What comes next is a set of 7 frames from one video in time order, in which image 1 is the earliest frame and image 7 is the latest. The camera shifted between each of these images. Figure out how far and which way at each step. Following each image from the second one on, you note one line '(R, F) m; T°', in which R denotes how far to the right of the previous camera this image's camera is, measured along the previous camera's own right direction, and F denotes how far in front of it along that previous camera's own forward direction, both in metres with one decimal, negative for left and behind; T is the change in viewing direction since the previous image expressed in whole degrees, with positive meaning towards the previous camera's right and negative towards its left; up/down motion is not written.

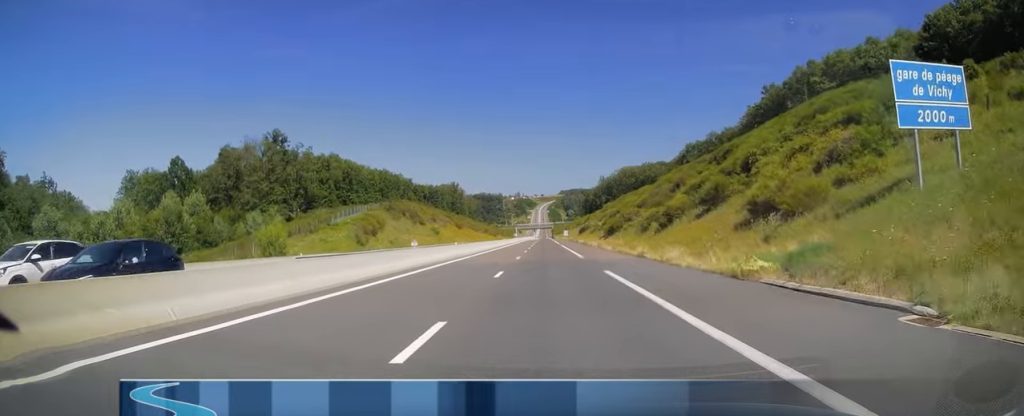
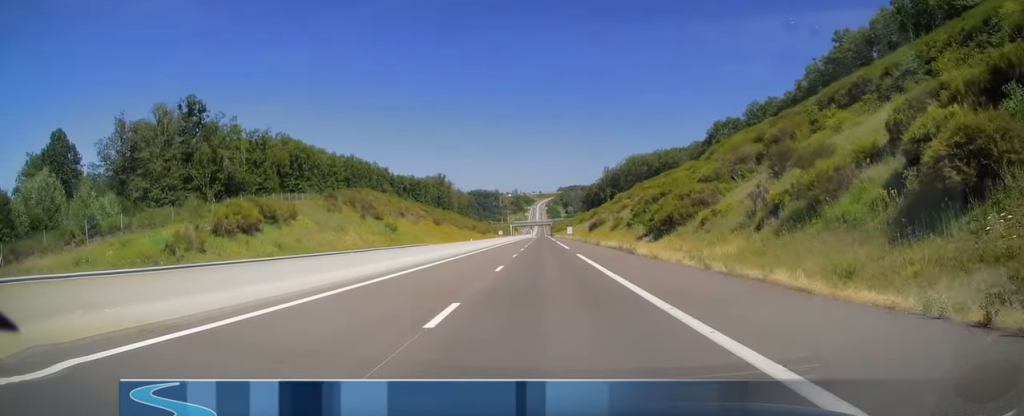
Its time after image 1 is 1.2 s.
(0.0, +38.7) m; 0°
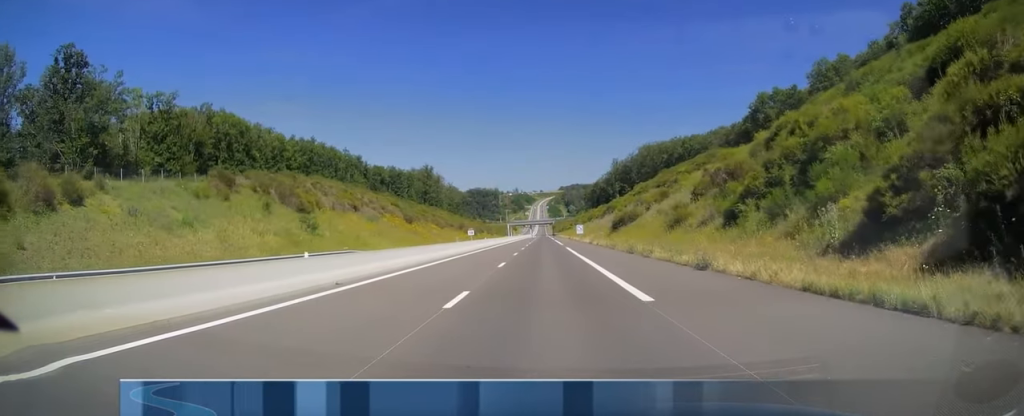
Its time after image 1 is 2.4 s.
(+0.4, +36.6) m; +1°
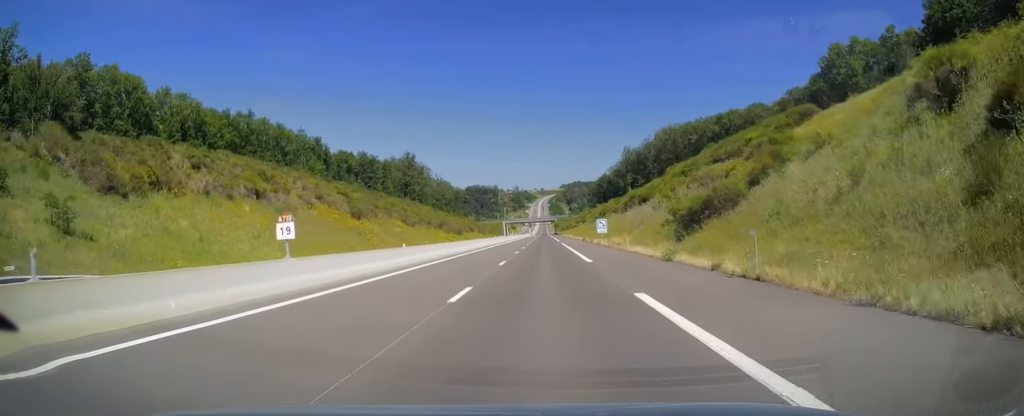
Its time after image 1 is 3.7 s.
(0.0, +38.2) m; 0°
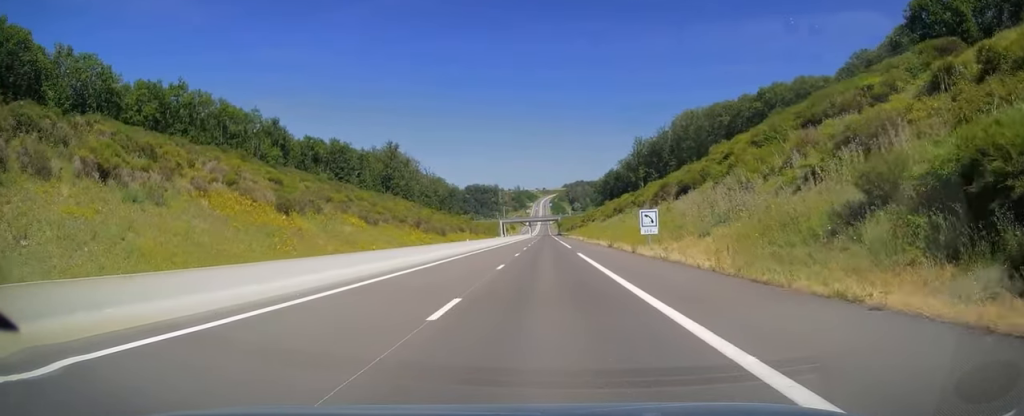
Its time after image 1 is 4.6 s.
(0.0, +28.4) m; -1°
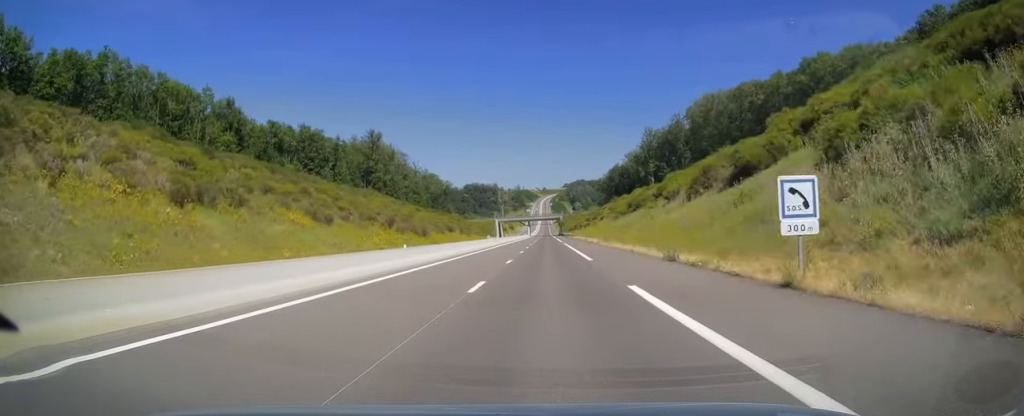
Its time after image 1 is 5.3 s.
(-0.3, +21.7) m; 0°
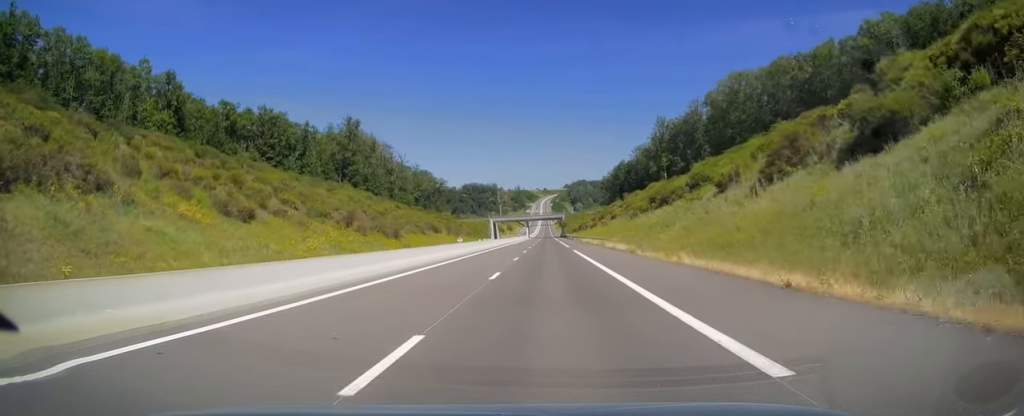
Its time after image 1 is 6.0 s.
(+0.2, +21.7) m; 0°
